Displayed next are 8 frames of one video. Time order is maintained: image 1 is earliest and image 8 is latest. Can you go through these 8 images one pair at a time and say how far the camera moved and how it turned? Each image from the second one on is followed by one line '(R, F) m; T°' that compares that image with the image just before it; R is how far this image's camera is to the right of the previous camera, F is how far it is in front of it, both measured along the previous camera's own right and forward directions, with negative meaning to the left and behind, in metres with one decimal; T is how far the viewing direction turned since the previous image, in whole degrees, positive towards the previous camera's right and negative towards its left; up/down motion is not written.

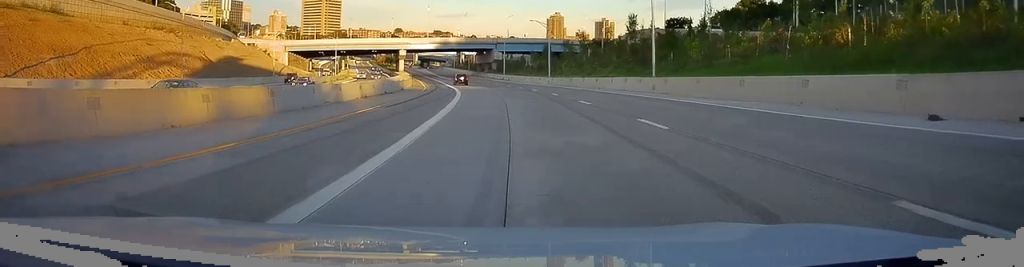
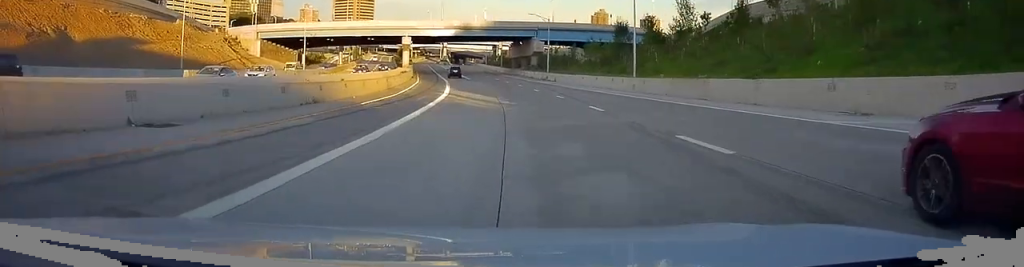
(-1.8, +41.1) m; -4°
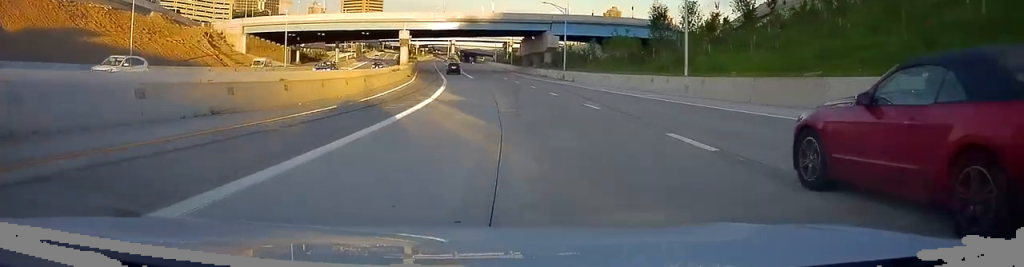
(+0.2, +11.9) m; -1°
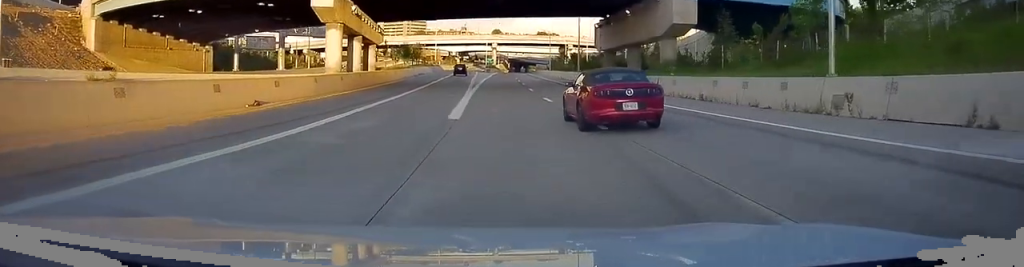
(-2.3, +56.5) m; -4°
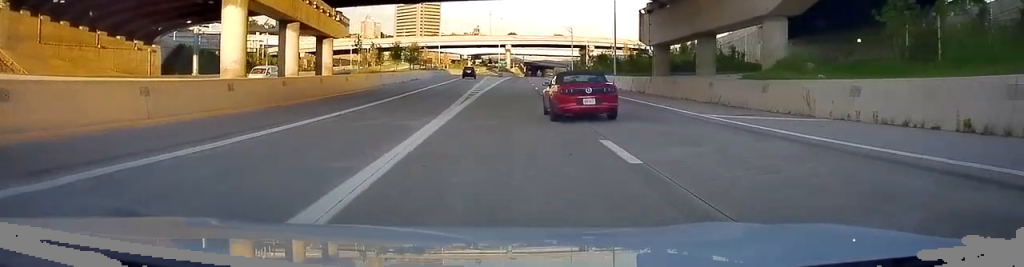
(-0.3, +17.0) m; -1°
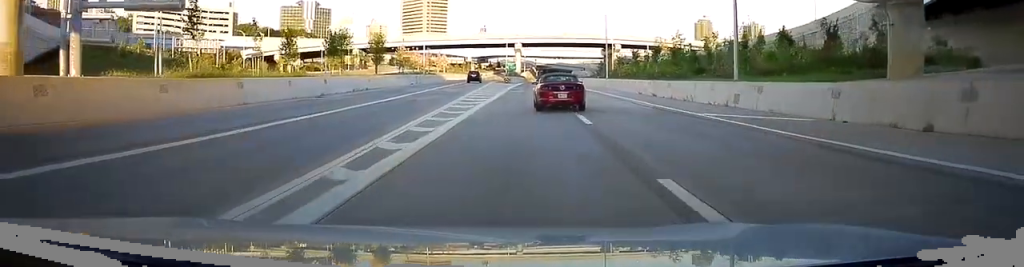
(-0.3, +28.4) m; 0°
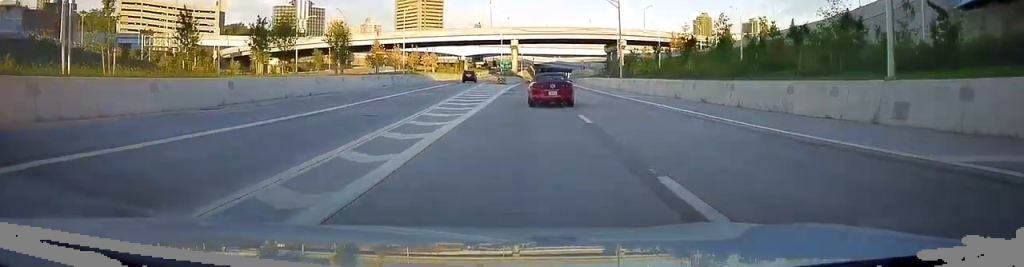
(-0.1, +11.9) m; +1°
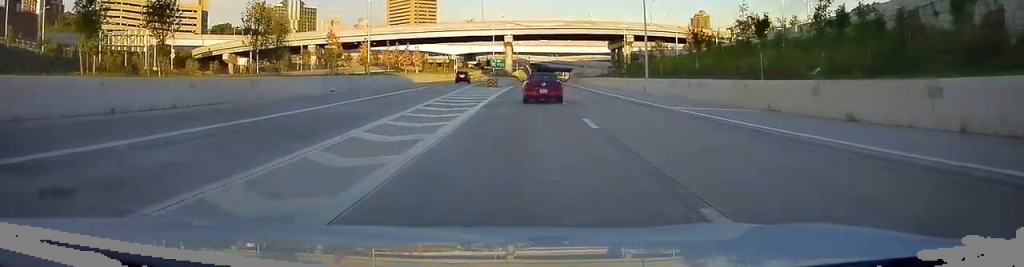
(+0.3, +14.2) m; +1°
